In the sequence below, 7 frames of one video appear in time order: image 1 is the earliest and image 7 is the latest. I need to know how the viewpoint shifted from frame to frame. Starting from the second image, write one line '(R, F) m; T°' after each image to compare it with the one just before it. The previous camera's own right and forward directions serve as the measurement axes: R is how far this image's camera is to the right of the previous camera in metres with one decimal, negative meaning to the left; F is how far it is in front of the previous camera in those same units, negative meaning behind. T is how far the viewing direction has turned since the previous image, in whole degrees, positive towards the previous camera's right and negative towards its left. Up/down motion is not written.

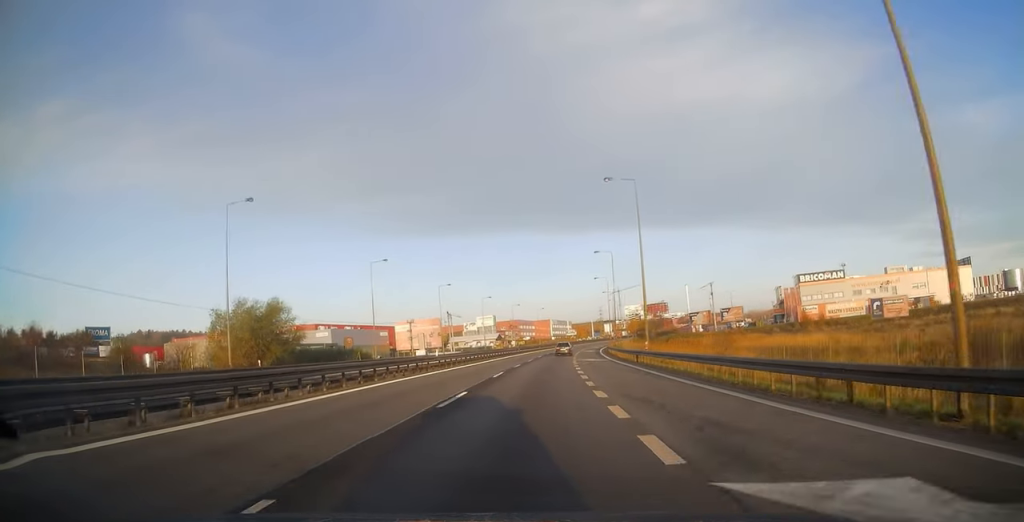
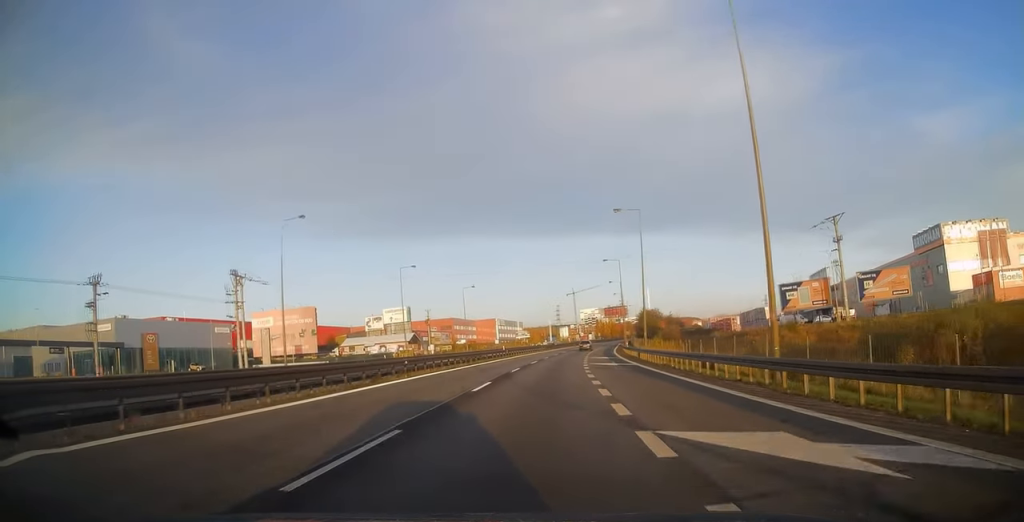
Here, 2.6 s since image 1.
(+3.0, +81.7) m; +4°
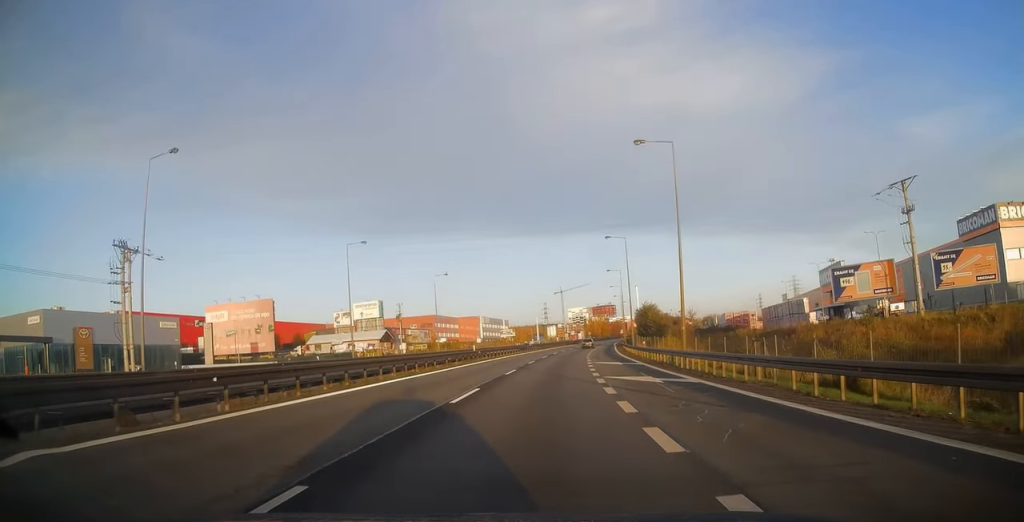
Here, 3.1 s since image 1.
(+0.3, +16.2) m; +1°
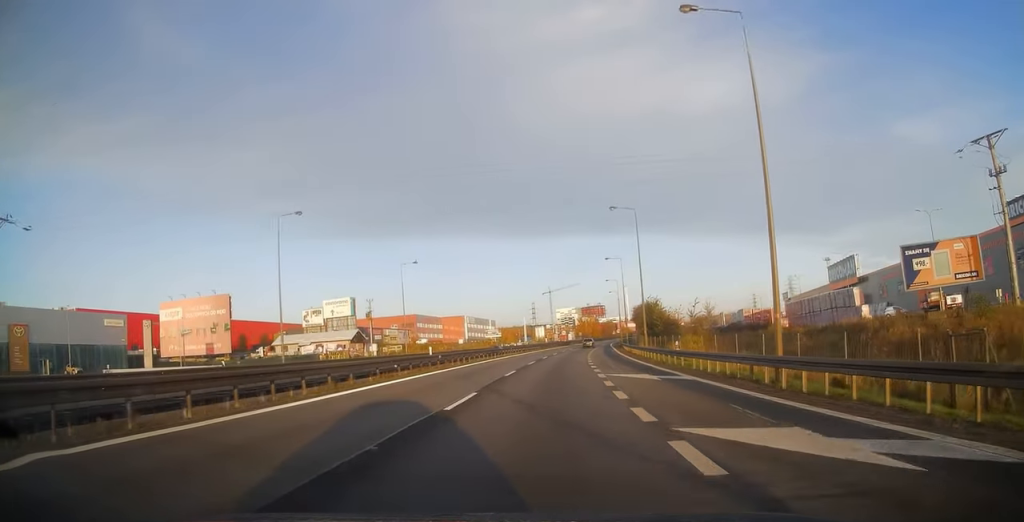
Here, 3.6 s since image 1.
(0.0, +13.6) m; +1°
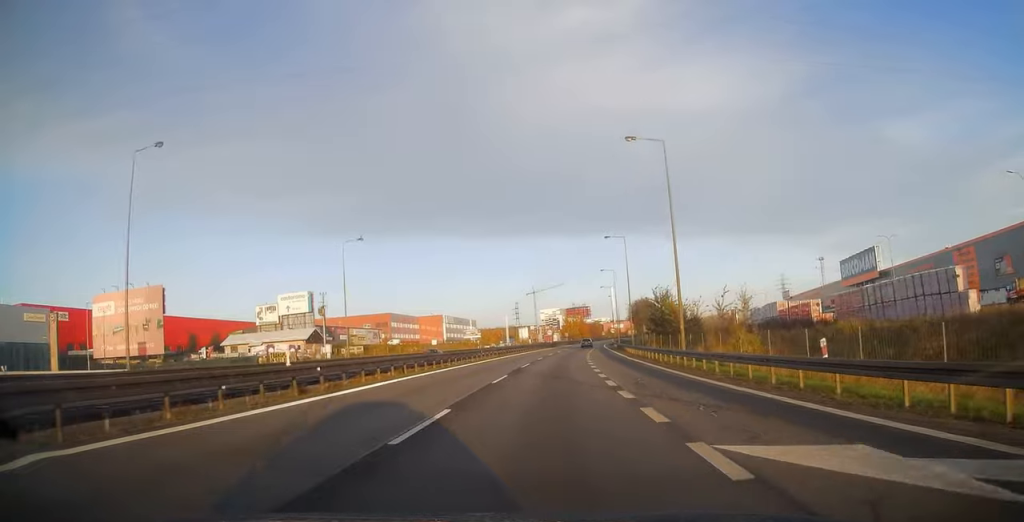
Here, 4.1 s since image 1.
(+0.4, +16.8) m; +1°
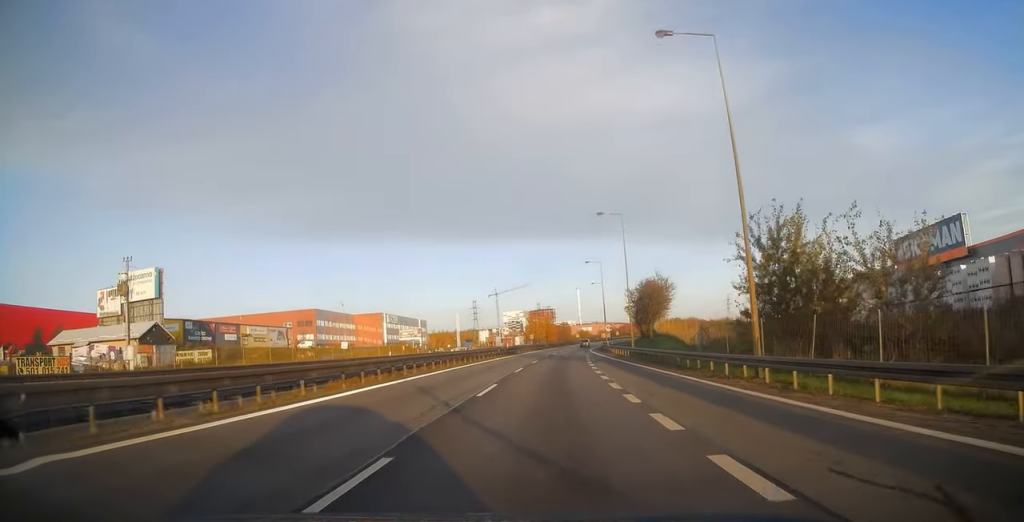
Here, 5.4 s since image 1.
(+1.0, +41.9) m; +3°
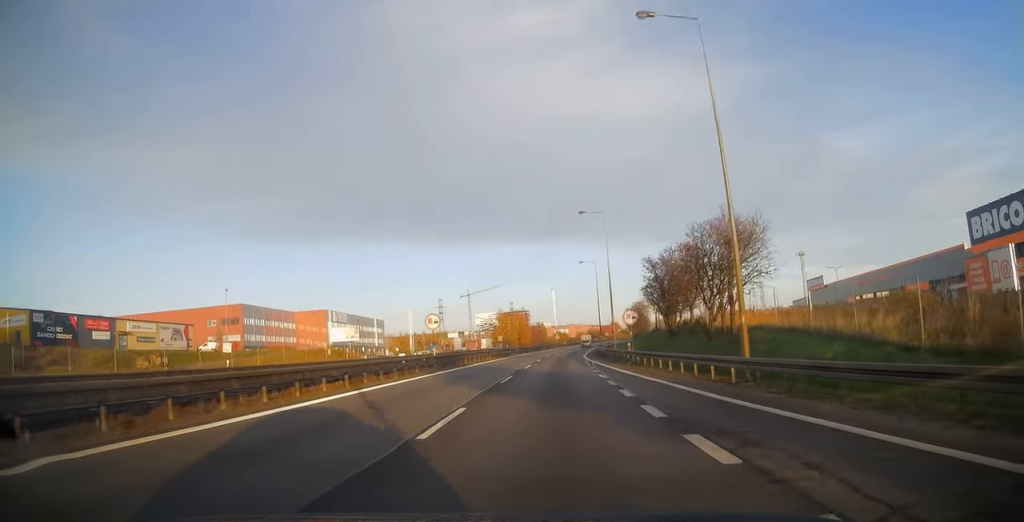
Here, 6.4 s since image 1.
(+0.7, +31.4) m; +3°
